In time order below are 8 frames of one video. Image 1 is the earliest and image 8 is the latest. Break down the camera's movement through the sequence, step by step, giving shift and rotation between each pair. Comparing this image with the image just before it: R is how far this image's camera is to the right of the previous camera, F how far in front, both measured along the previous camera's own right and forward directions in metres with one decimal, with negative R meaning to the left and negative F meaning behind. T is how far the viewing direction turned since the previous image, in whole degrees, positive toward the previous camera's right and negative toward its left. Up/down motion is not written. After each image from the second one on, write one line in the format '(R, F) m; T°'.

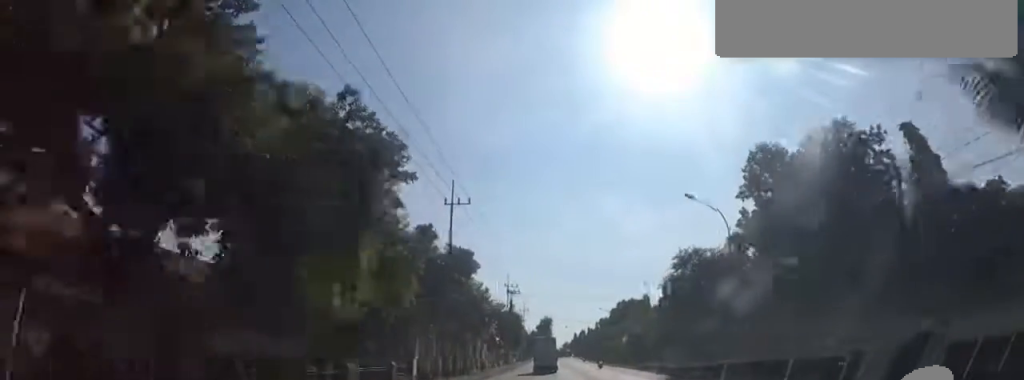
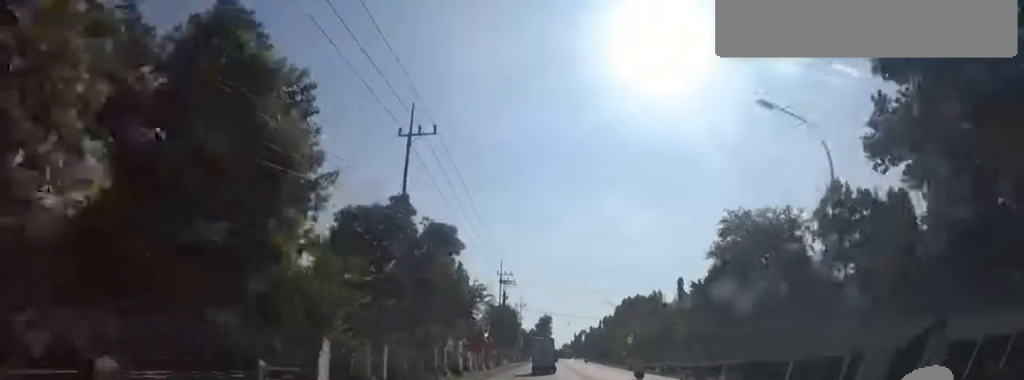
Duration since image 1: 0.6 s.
(-0.2, +10.3) m; -1°
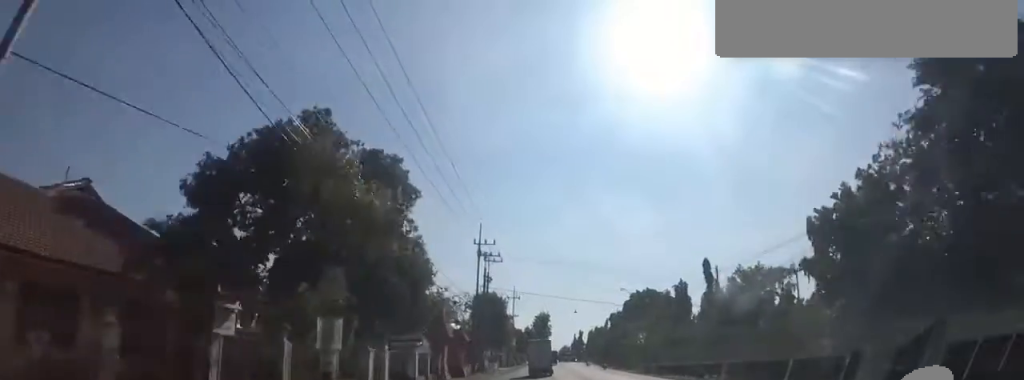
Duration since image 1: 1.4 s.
(0.0, +15.6) m; 0°
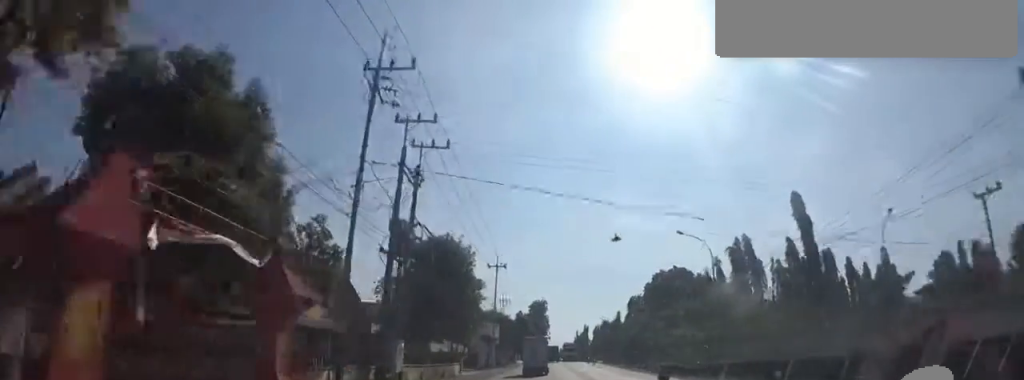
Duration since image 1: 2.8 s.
(0.0, +23.7) m; 0°
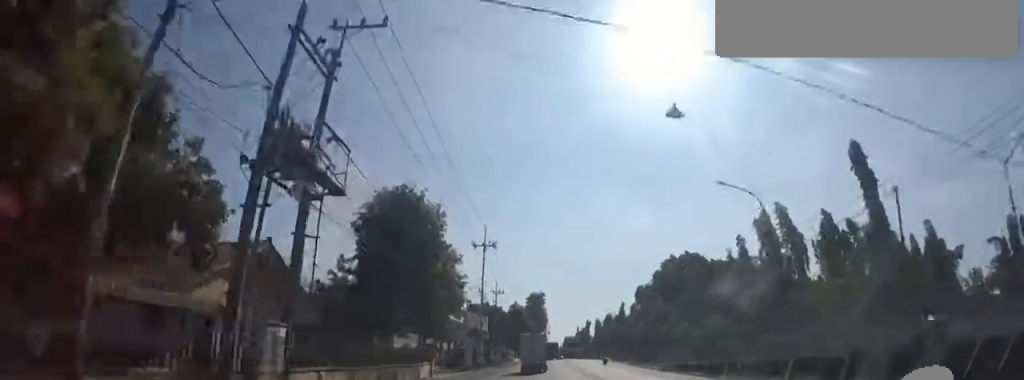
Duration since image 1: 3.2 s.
(0.0, +8.3) m; 0°
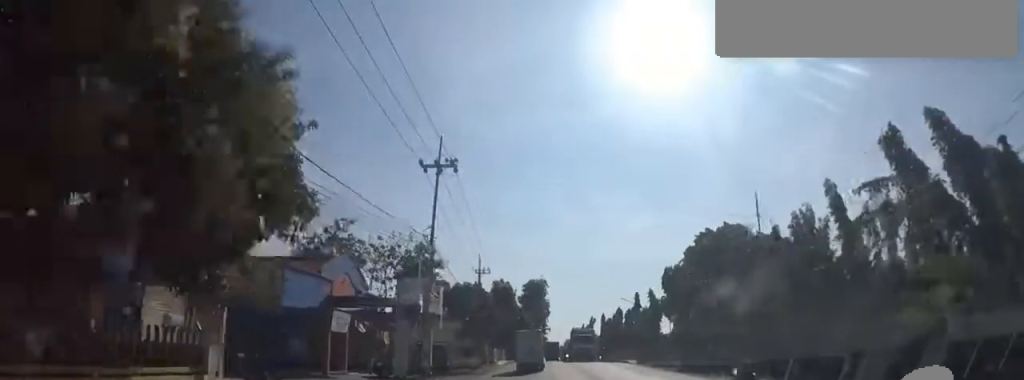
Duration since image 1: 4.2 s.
(0.0, +17.9) m; 0°
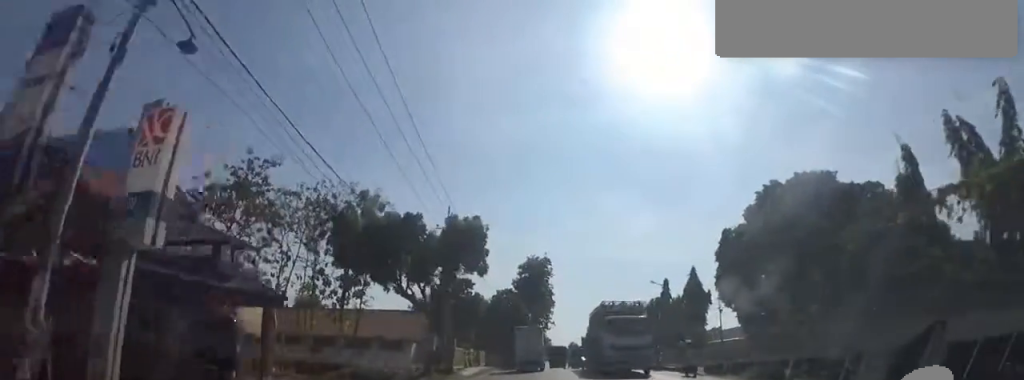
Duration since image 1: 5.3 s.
(0.0, +17.7) m; 0°
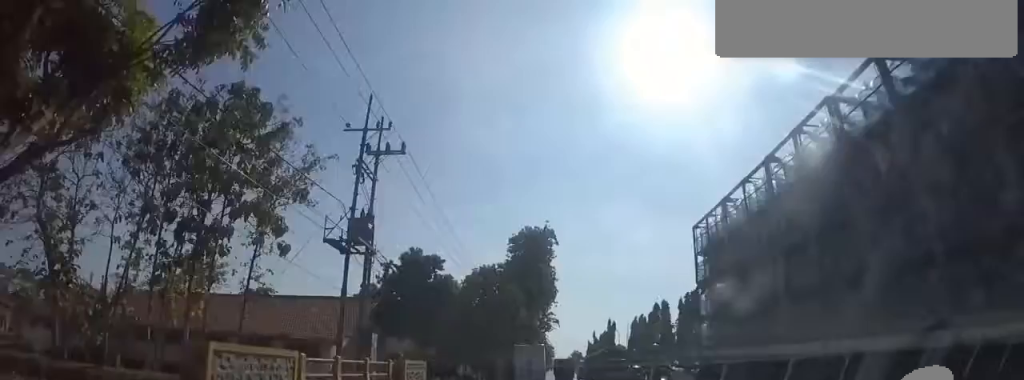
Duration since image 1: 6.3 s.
(0.0, +16.8) m; 0°
